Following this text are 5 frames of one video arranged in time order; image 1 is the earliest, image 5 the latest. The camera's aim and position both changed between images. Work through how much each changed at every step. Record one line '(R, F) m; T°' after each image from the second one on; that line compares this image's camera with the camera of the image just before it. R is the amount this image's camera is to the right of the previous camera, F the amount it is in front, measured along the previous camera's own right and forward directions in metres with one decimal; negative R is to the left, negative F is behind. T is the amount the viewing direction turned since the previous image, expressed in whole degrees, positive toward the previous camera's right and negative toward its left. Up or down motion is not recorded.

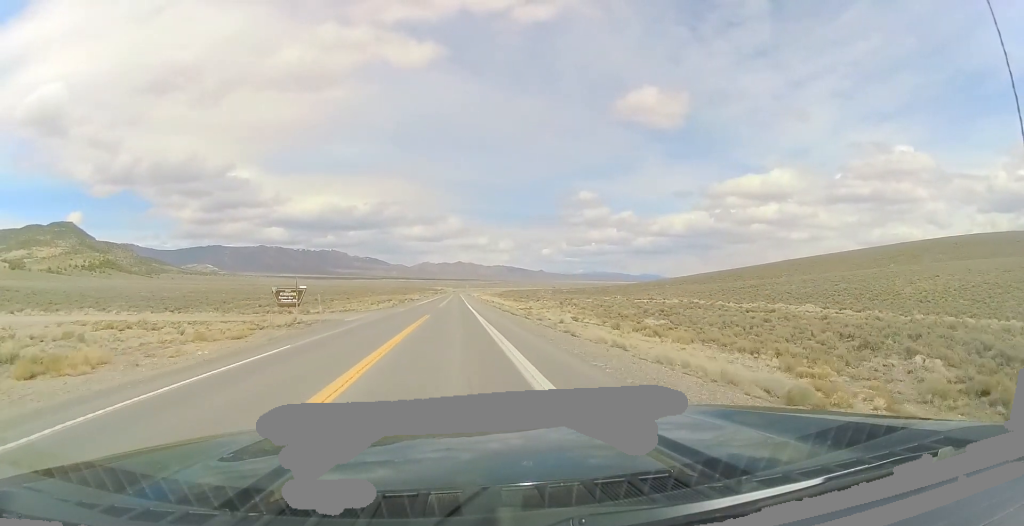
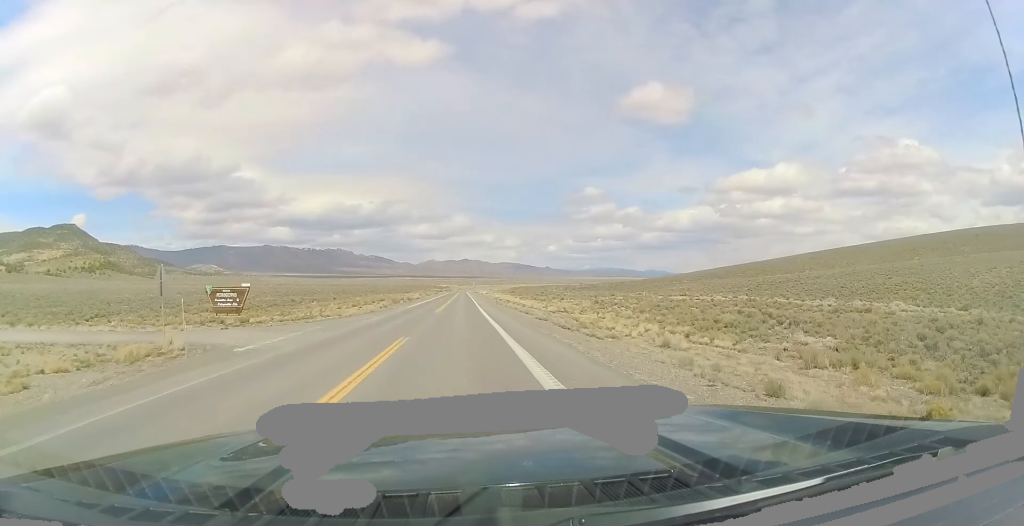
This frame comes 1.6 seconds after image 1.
(-0.5, +20.1) m; -4°
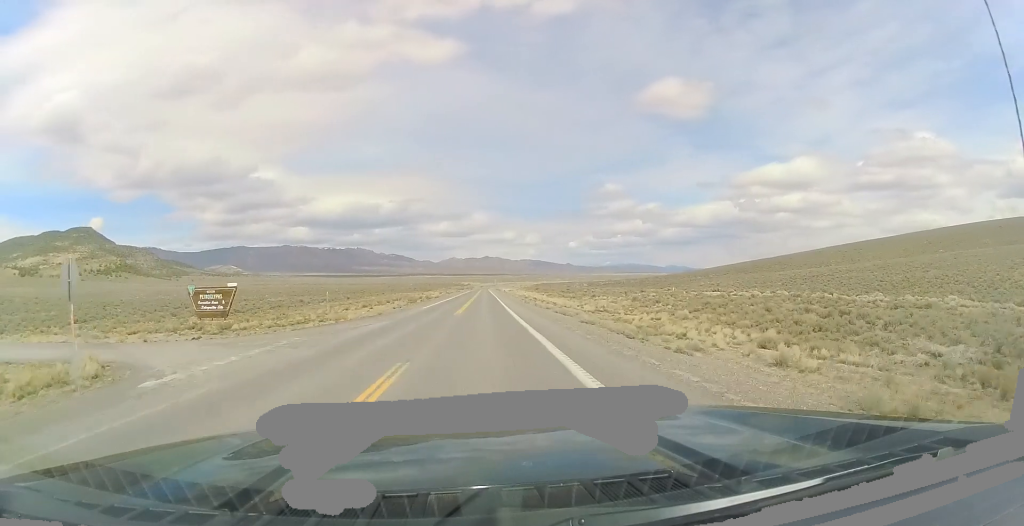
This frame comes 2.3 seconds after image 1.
(-0.1, +7.4) m; -3°
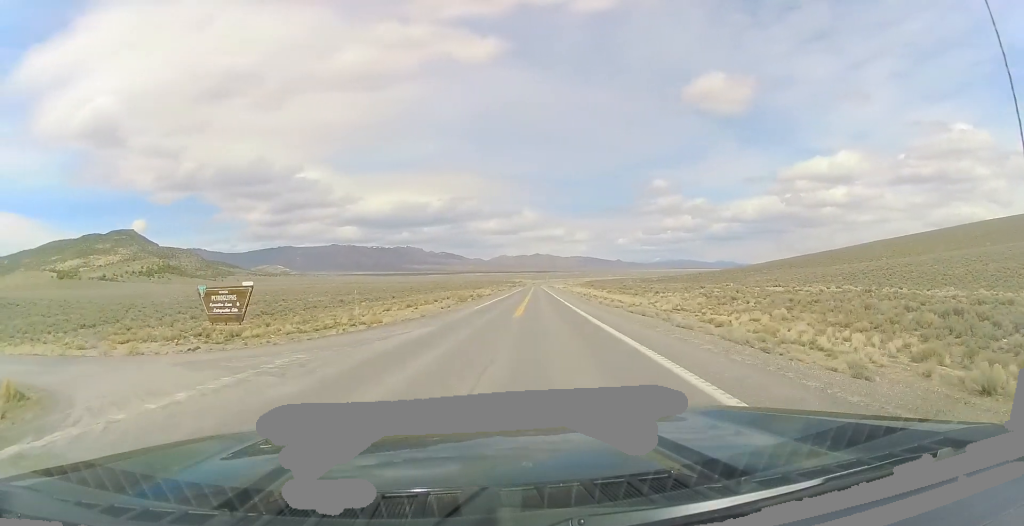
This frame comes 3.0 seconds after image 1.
(-0.3, +6.2) m; -10°
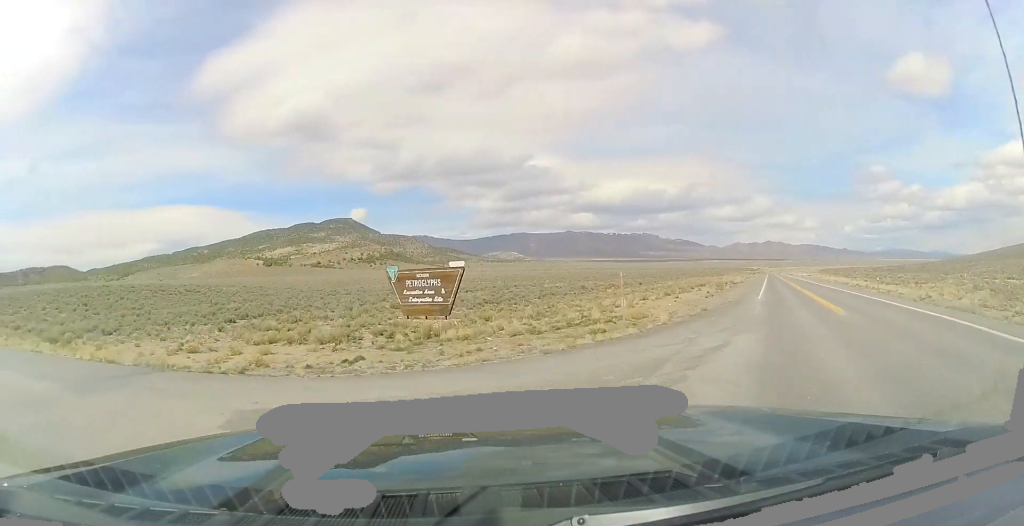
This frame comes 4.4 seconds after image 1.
(-2.6, +10.4) m; -29°
